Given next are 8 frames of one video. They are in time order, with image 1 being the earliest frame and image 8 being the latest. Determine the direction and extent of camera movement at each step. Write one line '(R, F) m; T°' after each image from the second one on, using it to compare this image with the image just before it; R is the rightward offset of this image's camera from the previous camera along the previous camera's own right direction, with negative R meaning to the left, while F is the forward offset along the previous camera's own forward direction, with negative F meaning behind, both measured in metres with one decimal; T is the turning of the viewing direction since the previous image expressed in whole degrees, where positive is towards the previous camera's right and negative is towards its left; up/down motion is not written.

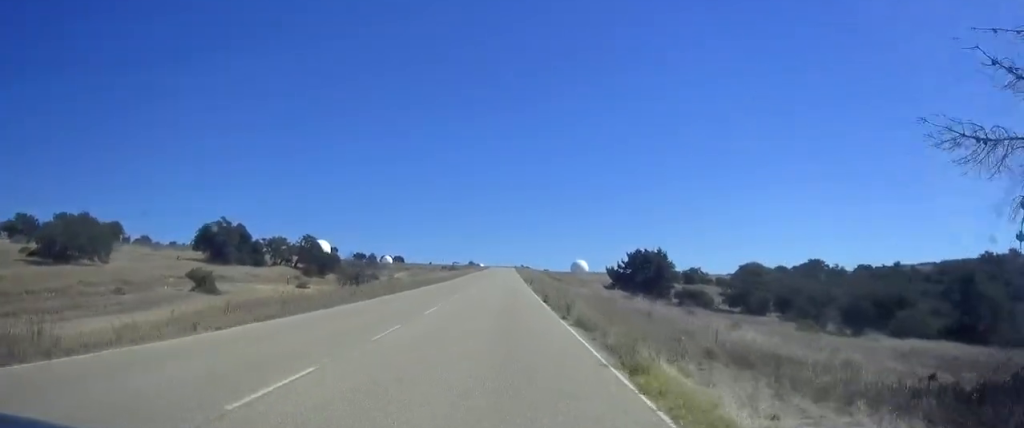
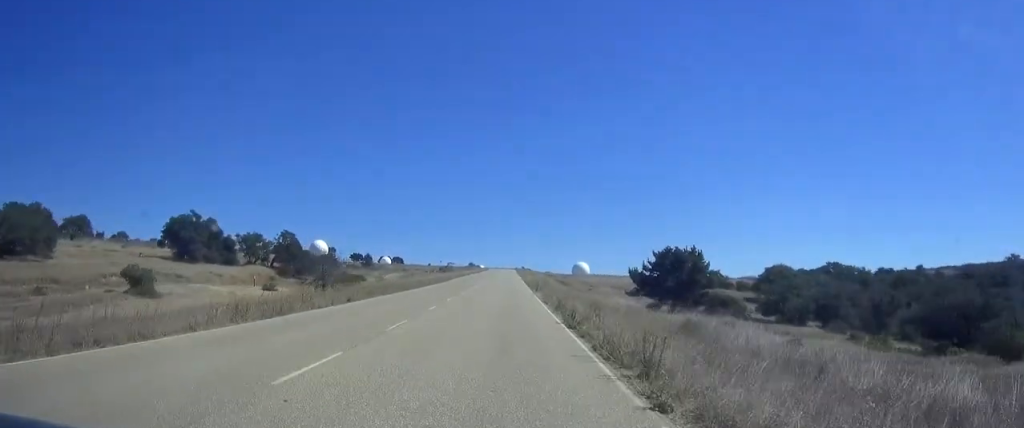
(-0.3, +12.8) m; -1°
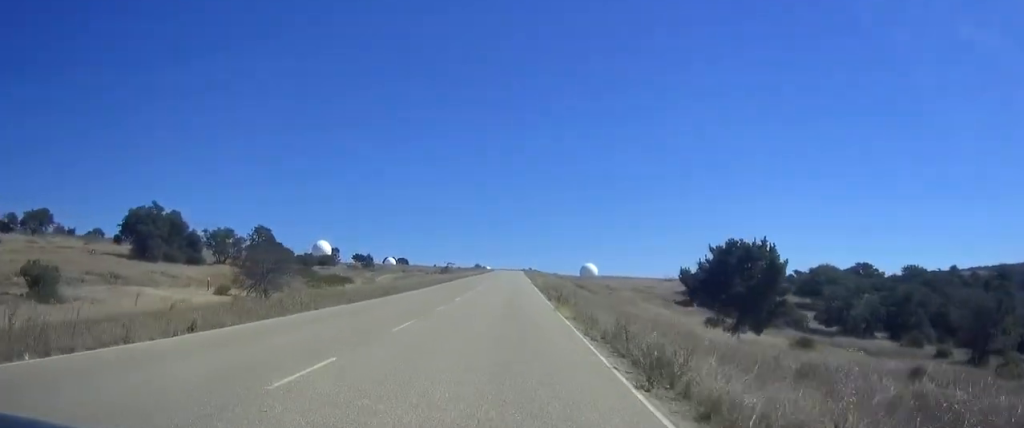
(+0.3, +14.9) m; +1°
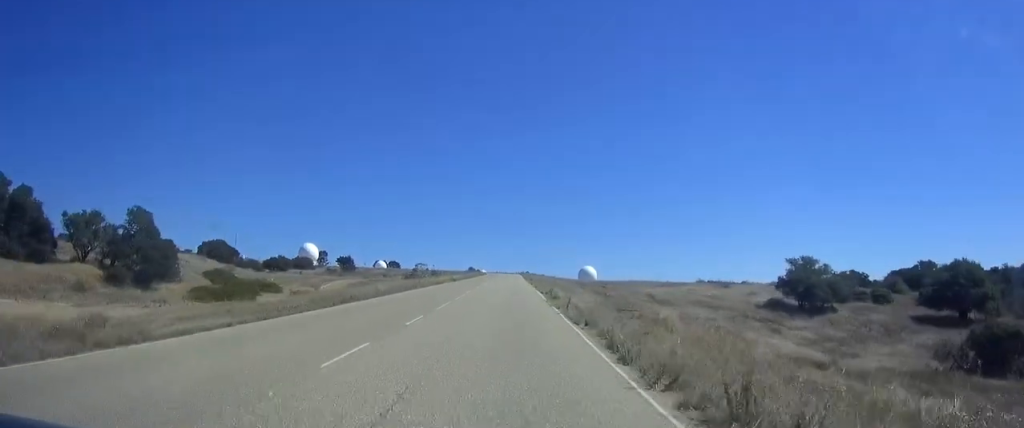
(+0.1, +34.6) m; +1°
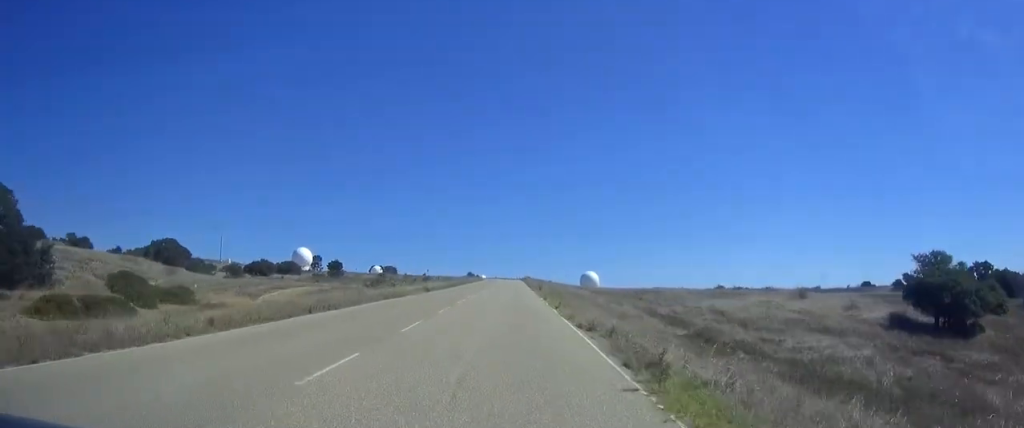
(0.0, +22.7) m; 0°
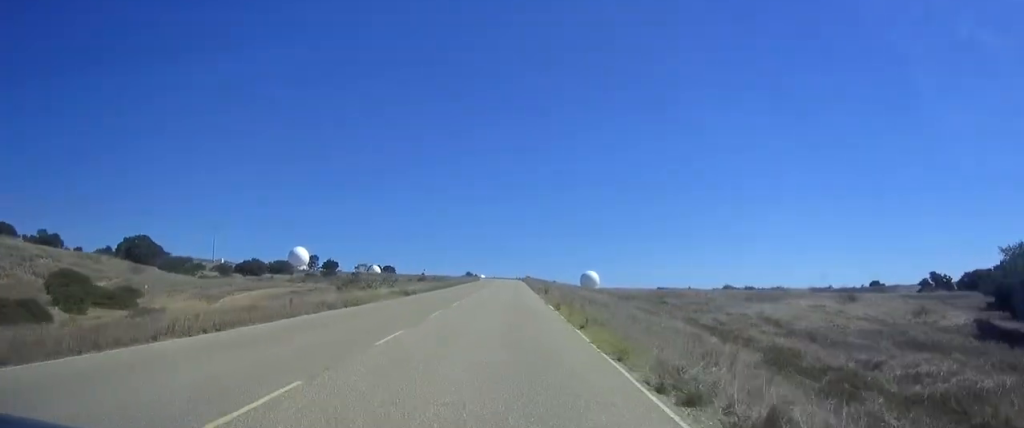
(0.0, +10.0) m; 0°
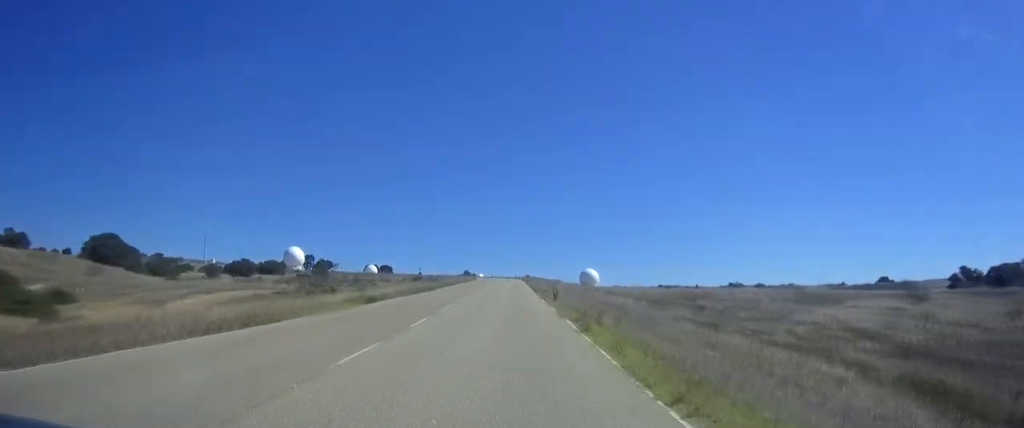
(+0.1, +10.6) m; 0°
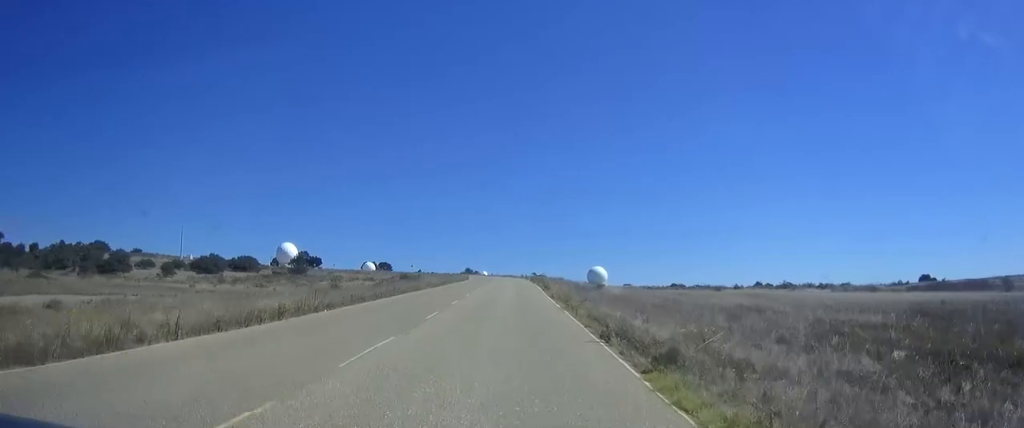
(-0.4, +34.8) m; -1°
